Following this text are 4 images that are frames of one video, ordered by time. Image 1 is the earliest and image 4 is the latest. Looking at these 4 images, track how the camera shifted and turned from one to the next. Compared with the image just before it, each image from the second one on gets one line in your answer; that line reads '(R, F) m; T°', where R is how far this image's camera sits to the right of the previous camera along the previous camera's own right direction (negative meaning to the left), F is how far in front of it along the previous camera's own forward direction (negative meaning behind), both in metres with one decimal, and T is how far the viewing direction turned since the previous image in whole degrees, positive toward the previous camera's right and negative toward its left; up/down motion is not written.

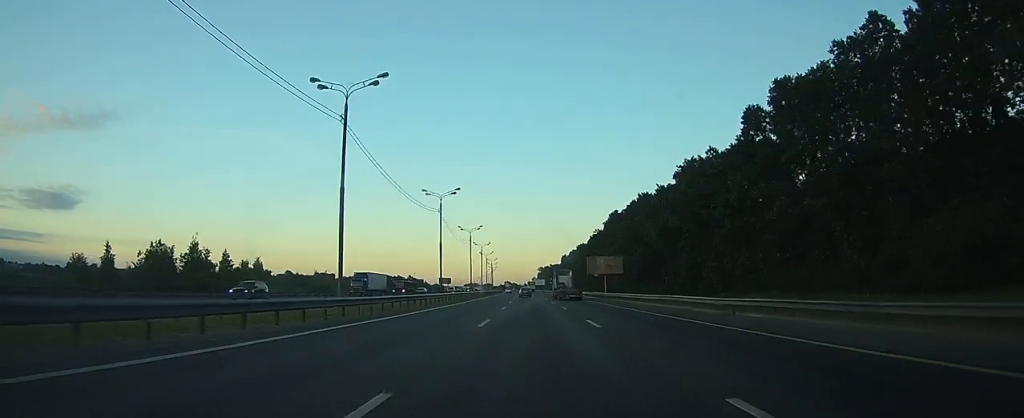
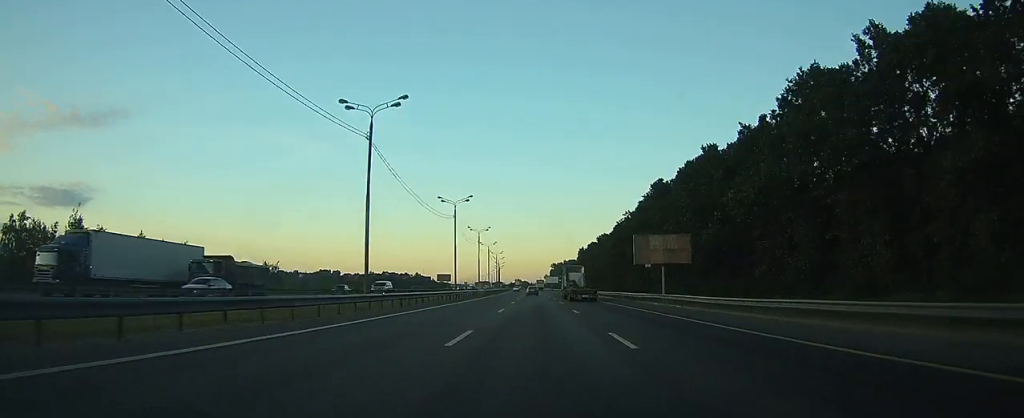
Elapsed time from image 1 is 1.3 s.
(-0.3, +38.2) m; -1°
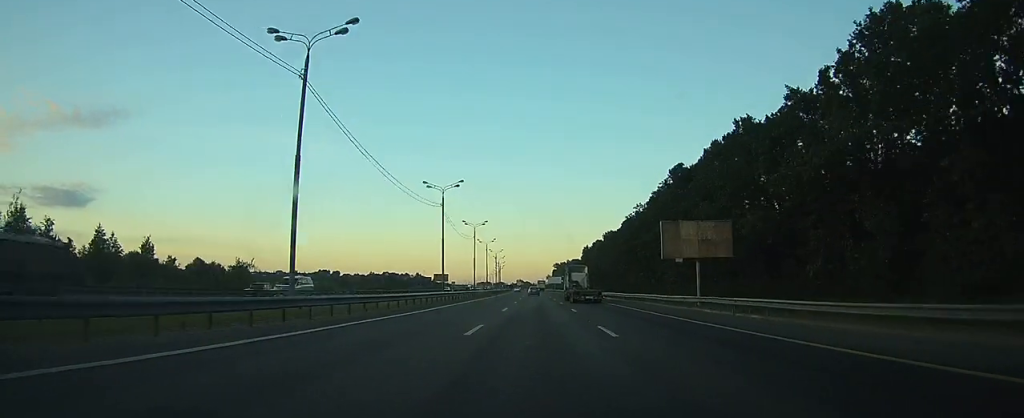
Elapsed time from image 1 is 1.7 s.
(-0.1, +12.8) m; 0°
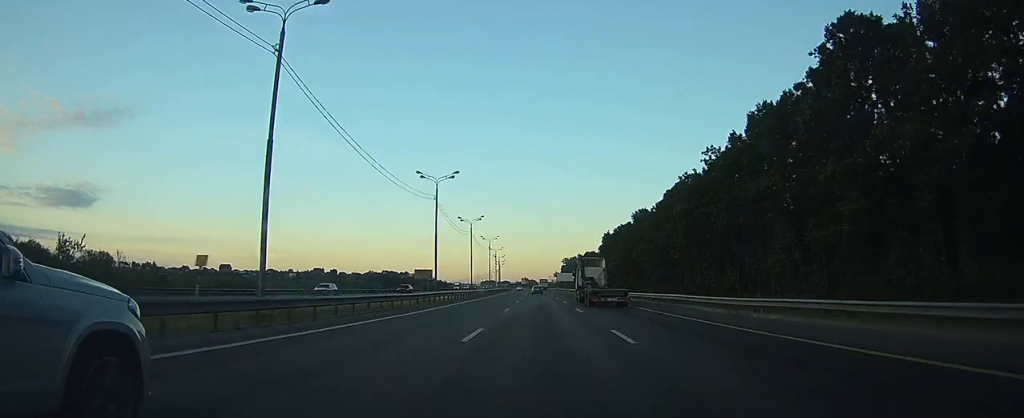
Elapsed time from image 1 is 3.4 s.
(-0.5, +49.4) m; -1°
